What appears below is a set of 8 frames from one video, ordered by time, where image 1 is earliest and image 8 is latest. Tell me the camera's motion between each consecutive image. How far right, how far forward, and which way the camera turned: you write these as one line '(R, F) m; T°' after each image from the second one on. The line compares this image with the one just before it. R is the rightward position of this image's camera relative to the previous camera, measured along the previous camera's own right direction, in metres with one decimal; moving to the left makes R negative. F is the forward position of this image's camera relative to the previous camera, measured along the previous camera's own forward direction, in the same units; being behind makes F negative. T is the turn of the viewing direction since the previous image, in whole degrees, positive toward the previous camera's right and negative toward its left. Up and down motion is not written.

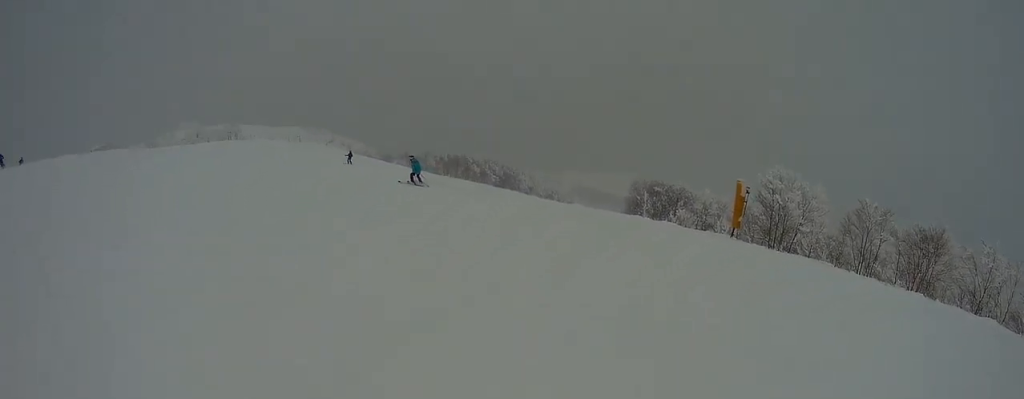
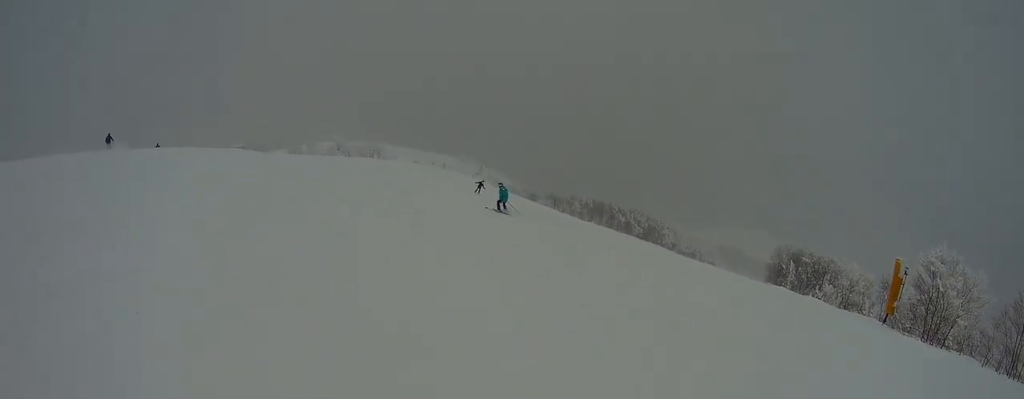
(-0.2, +2.9) m; -11°
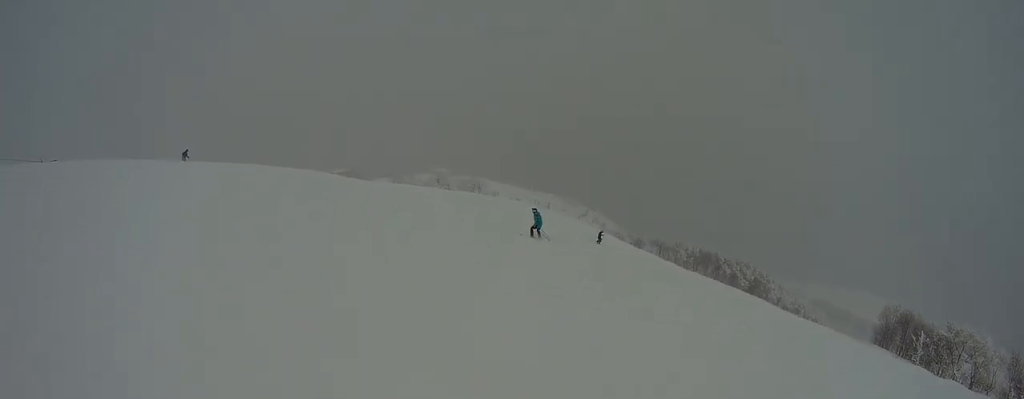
(-0.1, +4.7) m; -10°
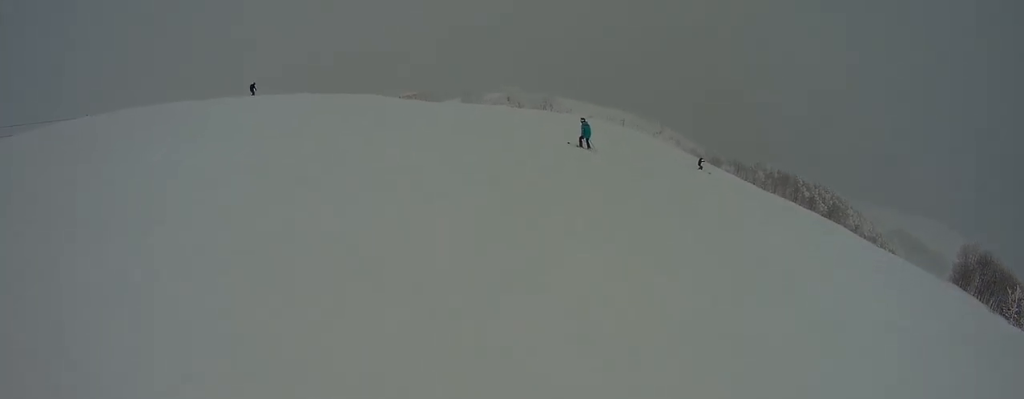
(-0.6, +2.4) m; -5°
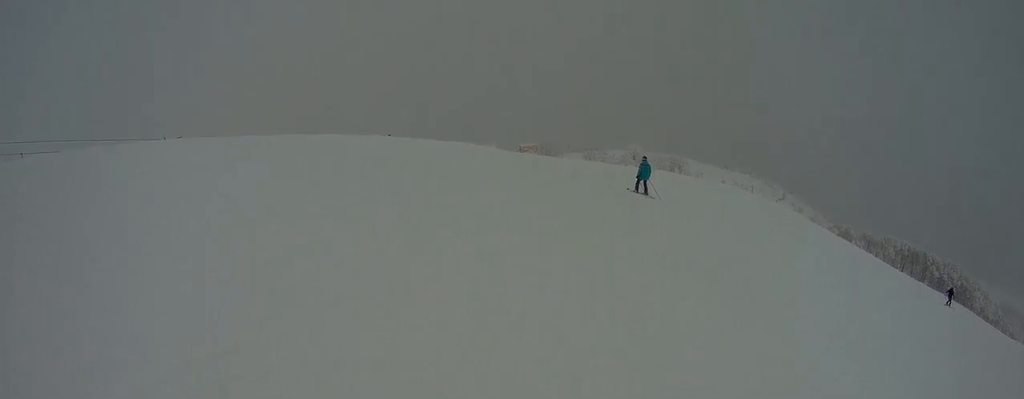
(-1.1, +9.0) m; -14°
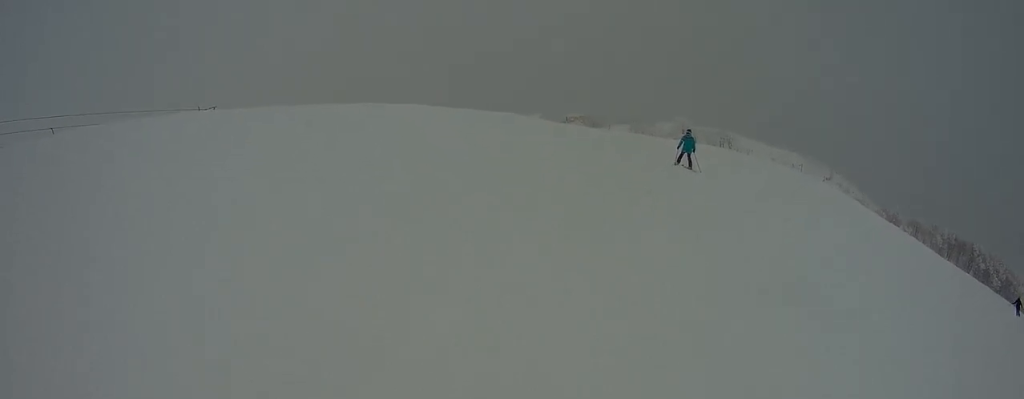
(0.0, +2.2) m; -2°
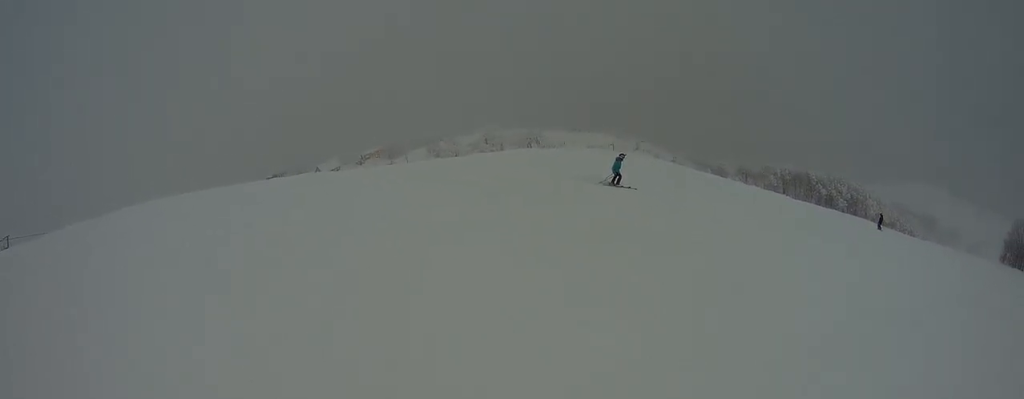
(-0.1, +7.7) m; +11°
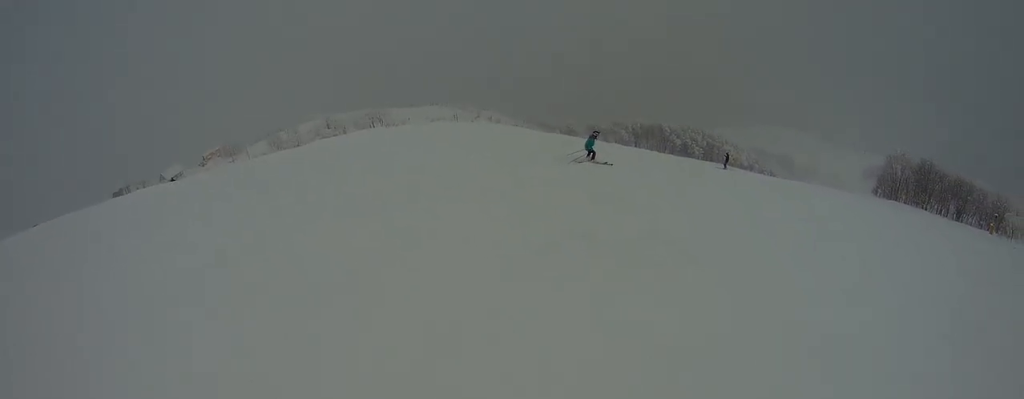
(+1.1, +3.7) m; +22°
